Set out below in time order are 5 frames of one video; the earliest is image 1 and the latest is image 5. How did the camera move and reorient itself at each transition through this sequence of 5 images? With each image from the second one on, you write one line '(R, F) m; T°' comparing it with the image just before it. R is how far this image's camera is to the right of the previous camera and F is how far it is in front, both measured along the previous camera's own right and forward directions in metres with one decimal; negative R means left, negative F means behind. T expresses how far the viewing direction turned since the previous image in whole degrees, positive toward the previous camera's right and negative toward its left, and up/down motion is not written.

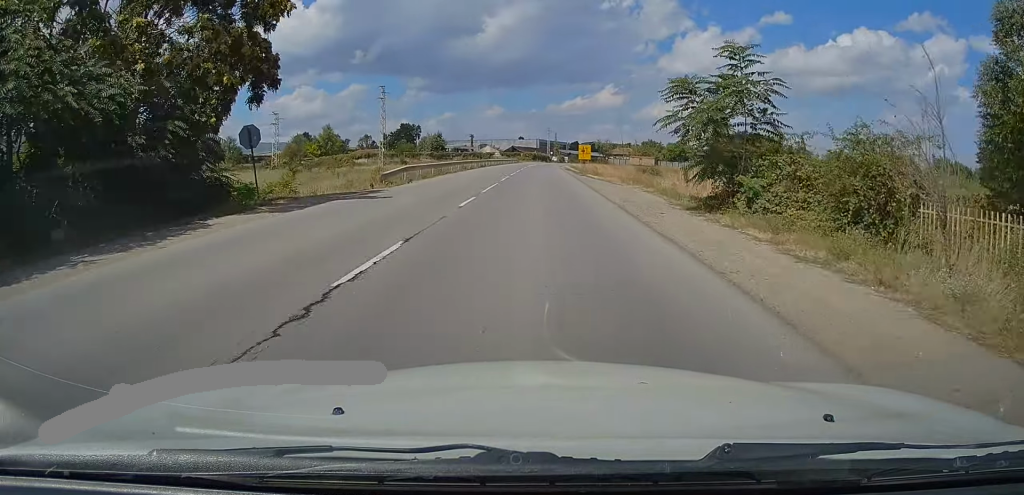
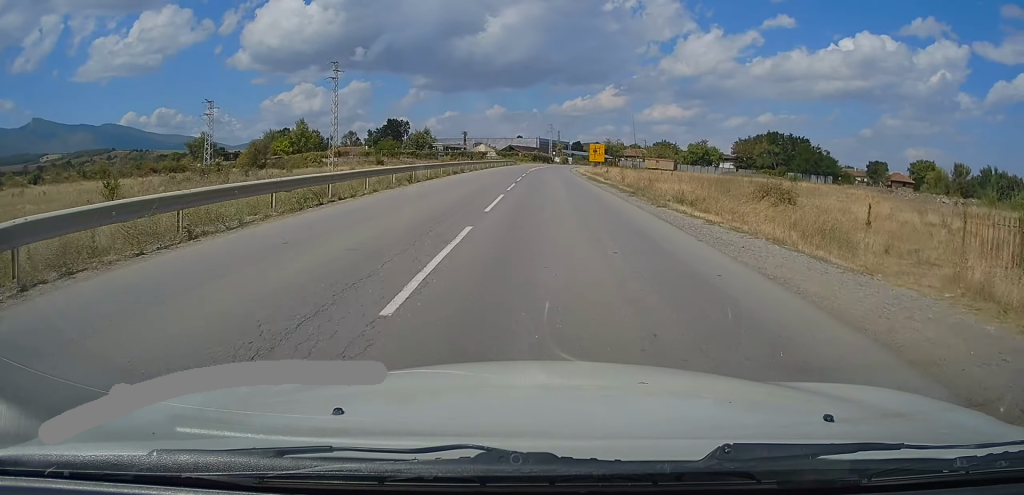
(-0.6, +25.0) m; -2°
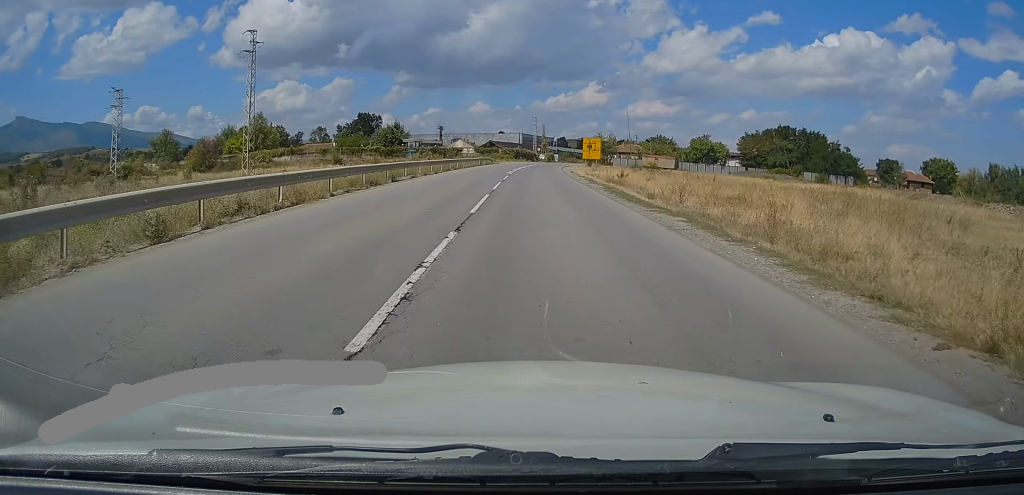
(-0.2, +18.6) m; 0°
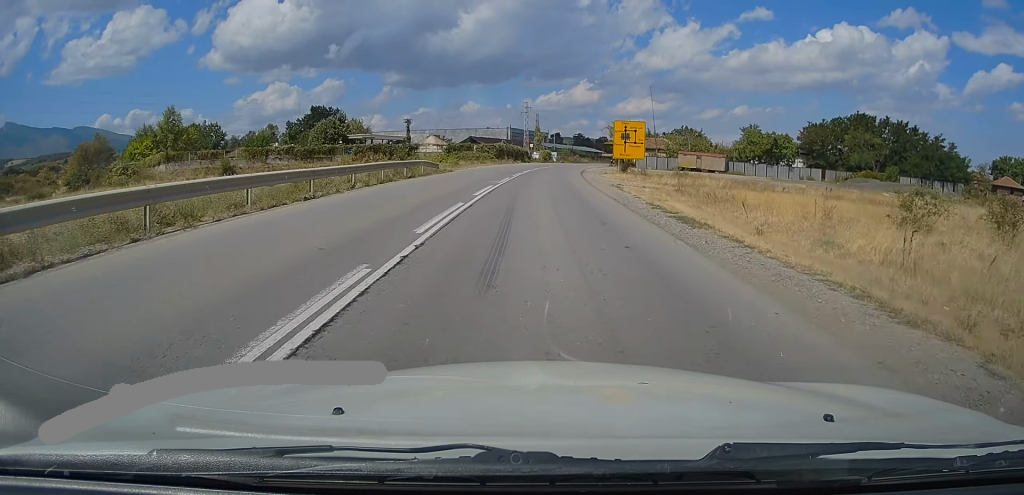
(+1.2, +41.4) m; +2°
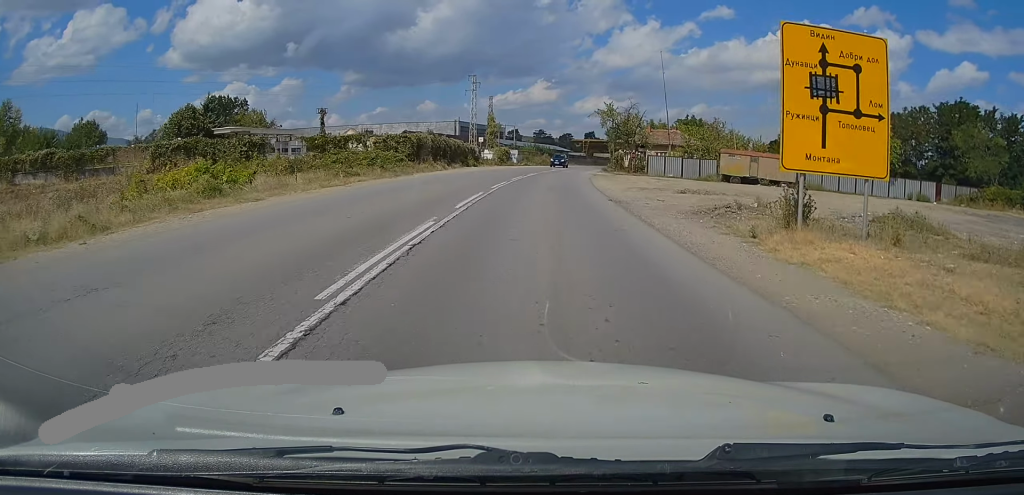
(+0.4, +39.8) m; +2°
